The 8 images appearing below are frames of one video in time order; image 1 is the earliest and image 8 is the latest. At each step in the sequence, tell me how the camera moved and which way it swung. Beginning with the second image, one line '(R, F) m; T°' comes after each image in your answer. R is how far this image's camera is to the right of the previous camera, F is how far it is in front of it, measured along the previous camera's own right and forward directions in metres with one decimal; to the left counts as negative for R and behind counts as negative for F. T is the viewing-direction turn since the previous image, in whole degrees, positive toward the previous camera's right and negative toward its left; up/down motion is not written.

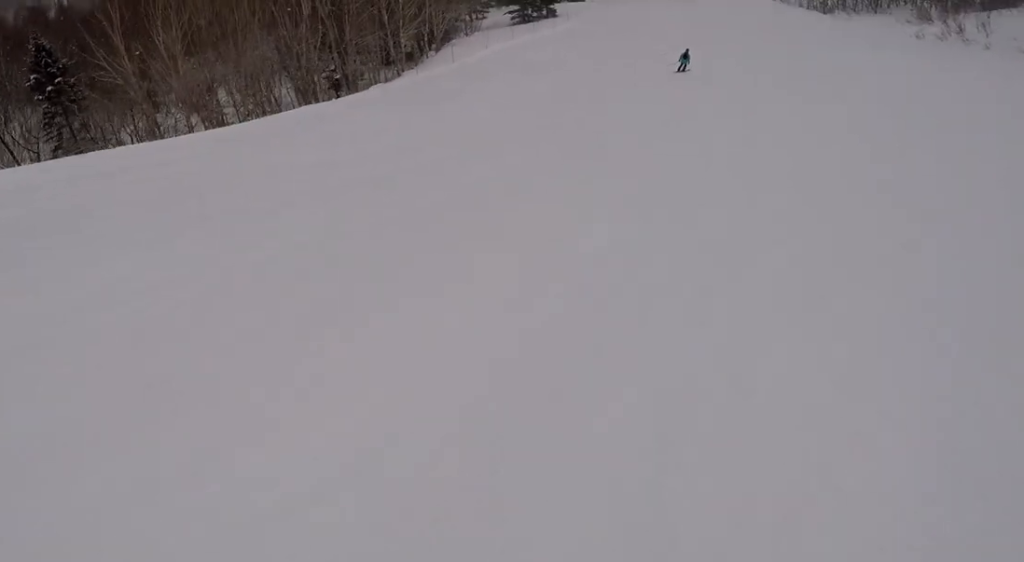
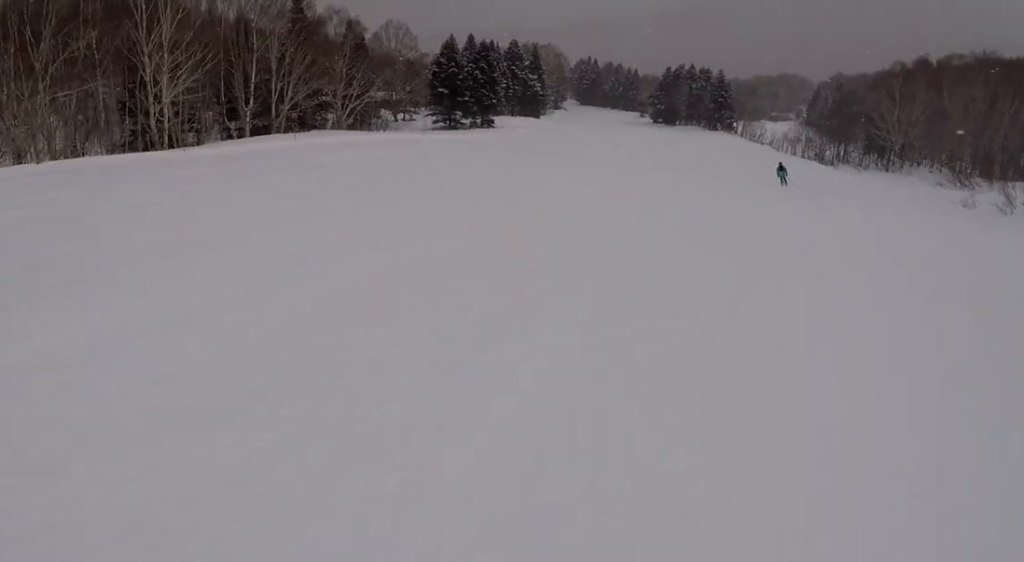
(-0.9, +26.5) m; -2°
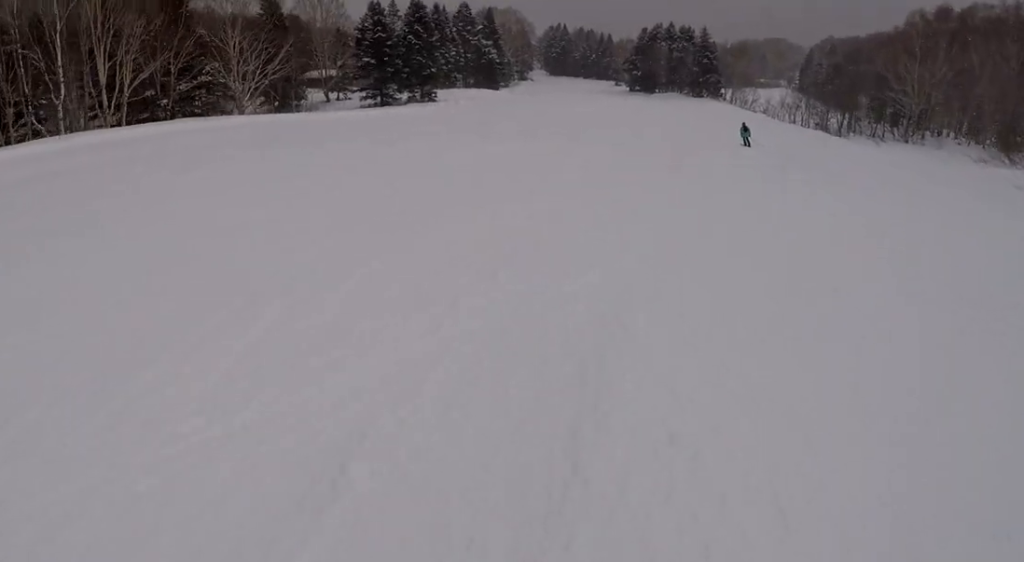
(+0.9, +14.7) m; +4°
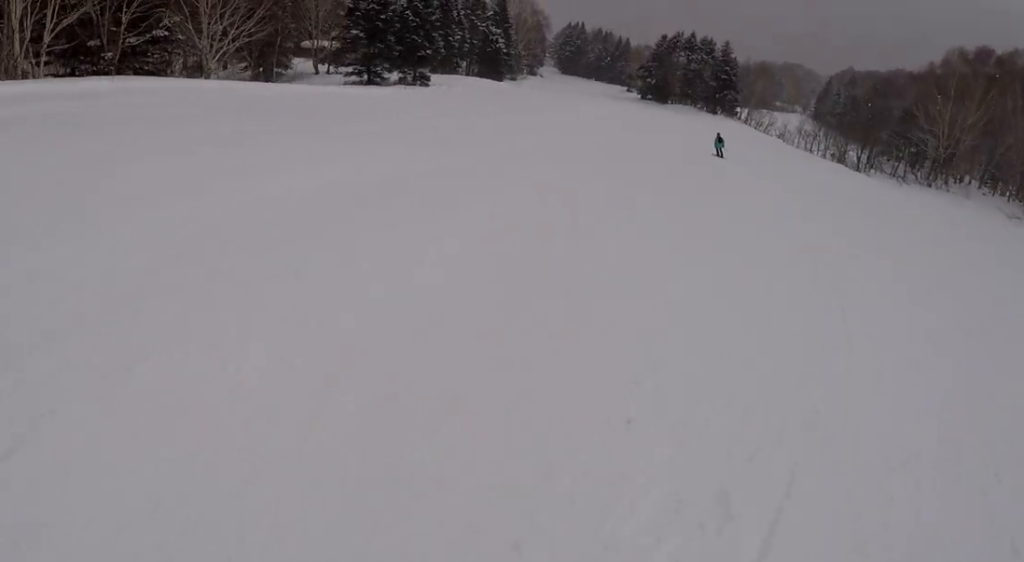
(0.0, +7.5) m; -2°
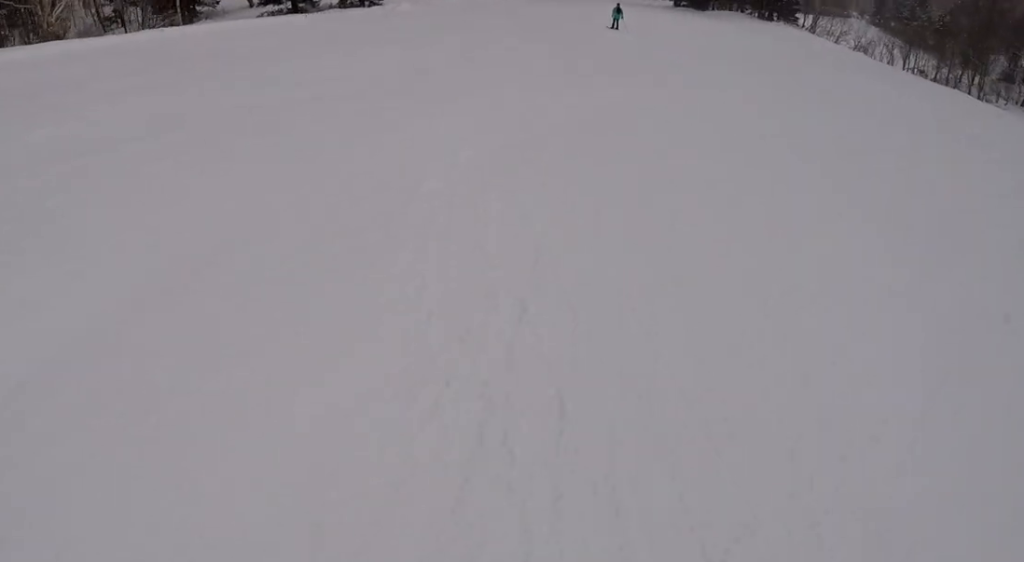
(-1.6, +20.2) m; -14°
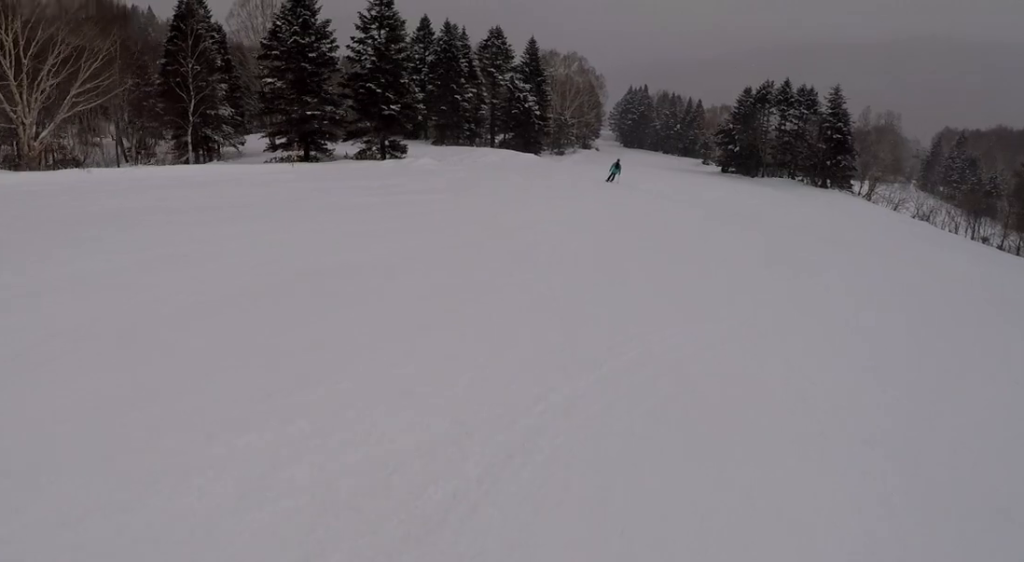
(-1.0, +7.3) m; 0°
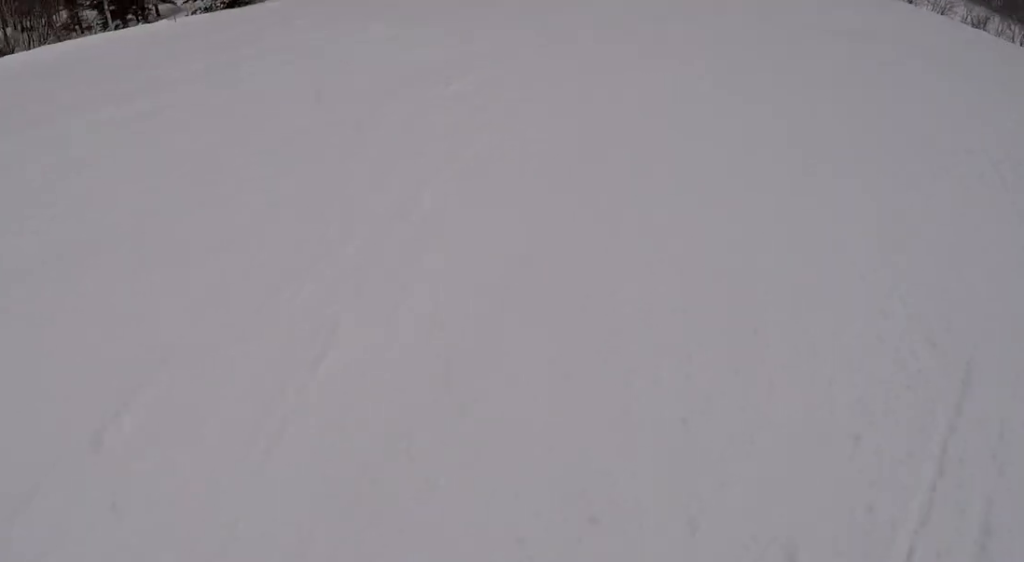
(-0.4, +6.8) m; +1°
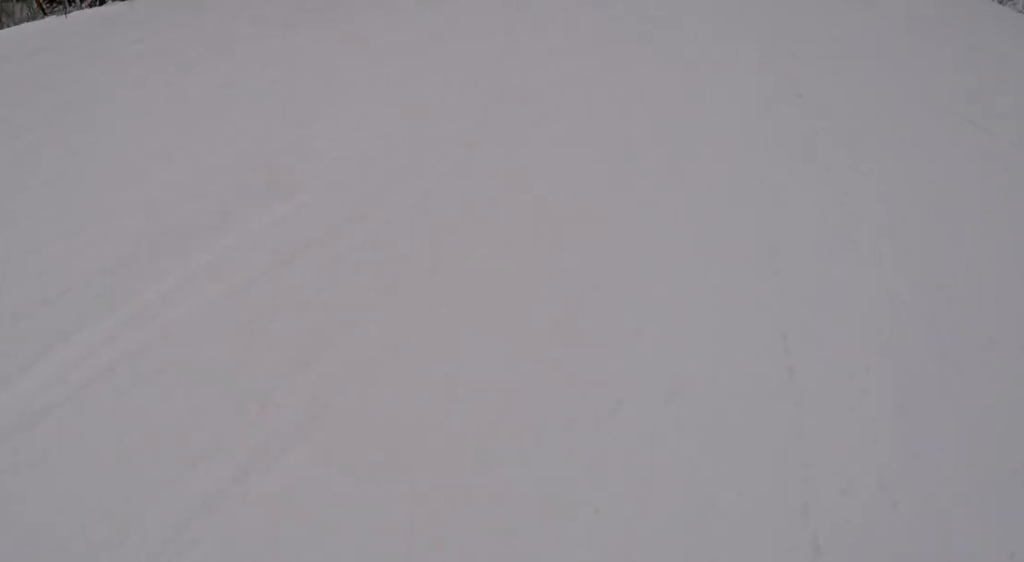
(+0.8, +6.1) m; +2°
